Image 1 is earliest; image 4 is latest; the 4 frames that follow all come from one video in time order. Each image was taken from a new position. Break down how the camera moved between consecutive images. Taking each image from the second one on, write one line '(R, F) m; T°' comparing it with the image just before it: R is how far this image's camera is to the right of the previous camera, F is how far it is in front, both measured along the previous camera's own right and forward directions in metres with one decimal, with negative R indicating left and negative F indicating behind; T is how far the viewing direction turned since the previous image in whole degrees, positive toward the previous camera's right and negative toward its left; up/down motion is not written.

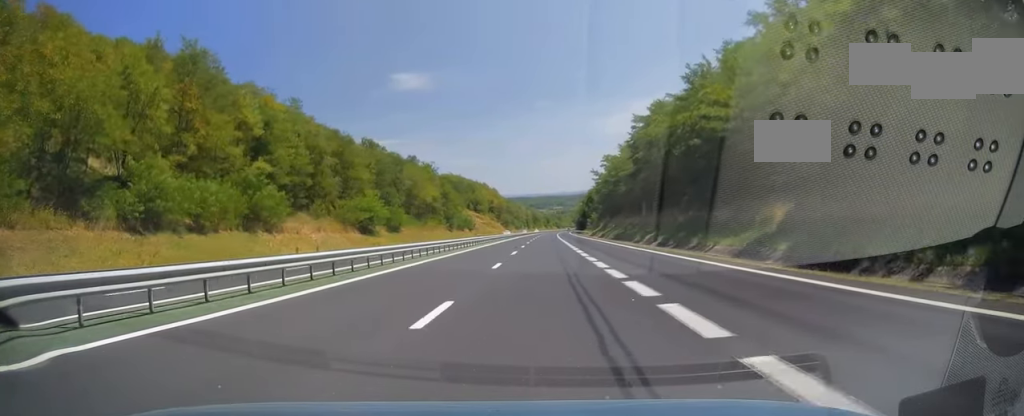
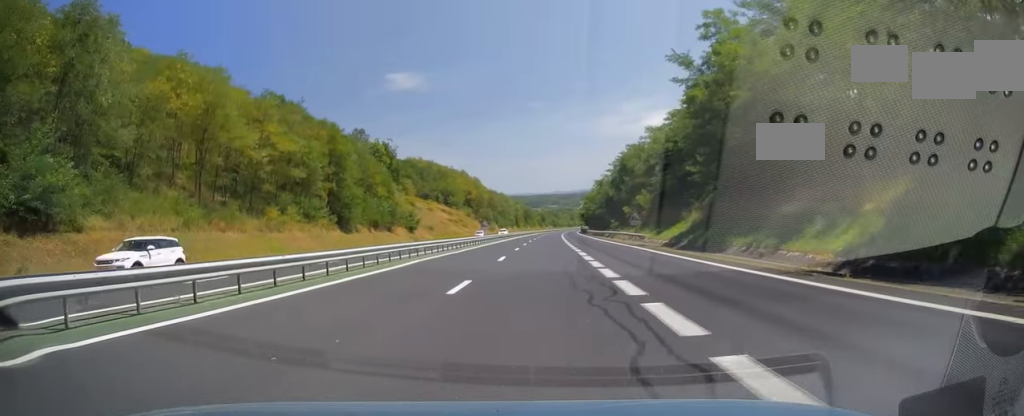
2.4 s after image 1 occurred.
(+0.1, +85.8) m; +1°
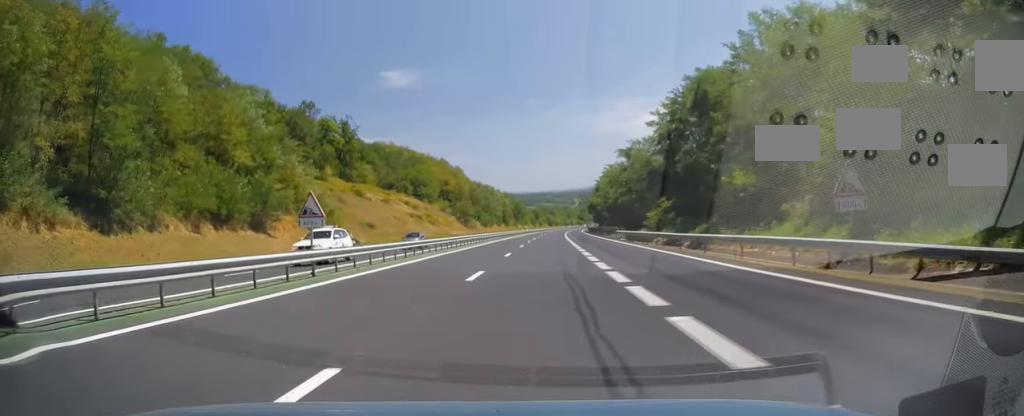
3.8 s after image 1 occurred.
(0.0, +49.1) m; 0°
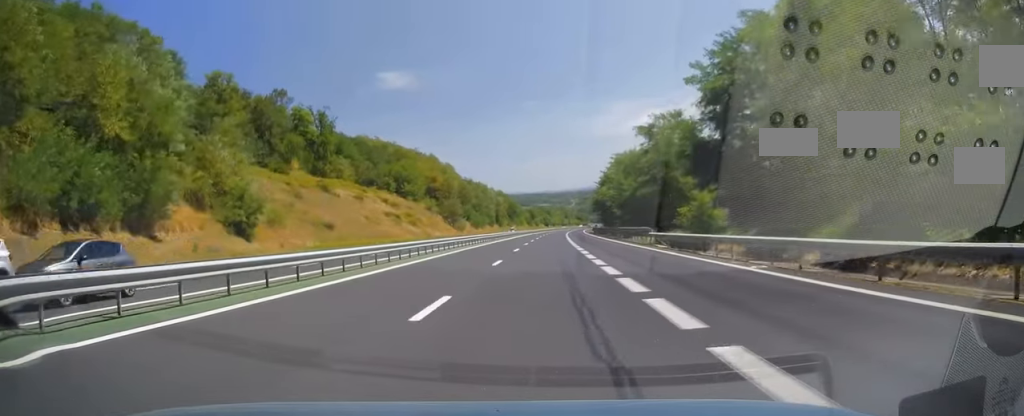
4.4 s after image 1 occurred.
(0.0, +19.3) m; 0°
